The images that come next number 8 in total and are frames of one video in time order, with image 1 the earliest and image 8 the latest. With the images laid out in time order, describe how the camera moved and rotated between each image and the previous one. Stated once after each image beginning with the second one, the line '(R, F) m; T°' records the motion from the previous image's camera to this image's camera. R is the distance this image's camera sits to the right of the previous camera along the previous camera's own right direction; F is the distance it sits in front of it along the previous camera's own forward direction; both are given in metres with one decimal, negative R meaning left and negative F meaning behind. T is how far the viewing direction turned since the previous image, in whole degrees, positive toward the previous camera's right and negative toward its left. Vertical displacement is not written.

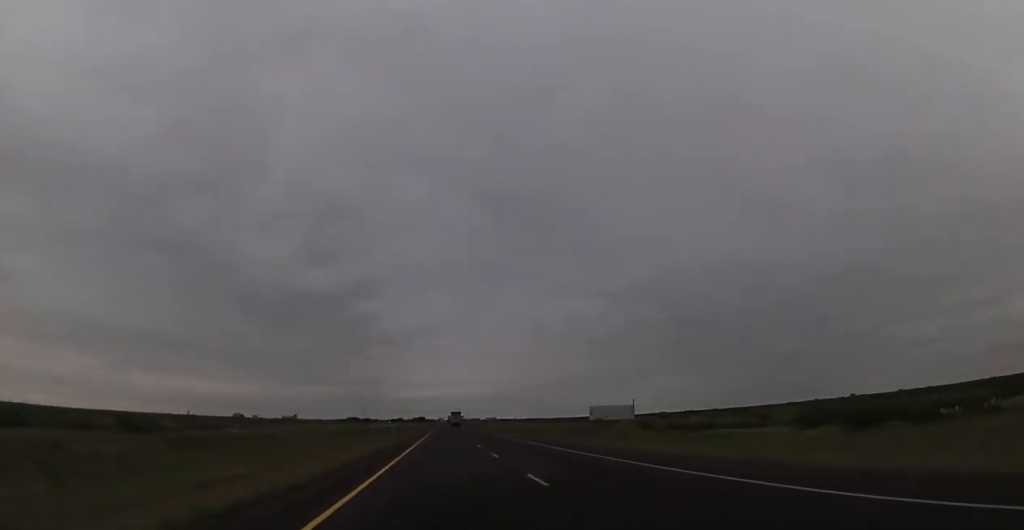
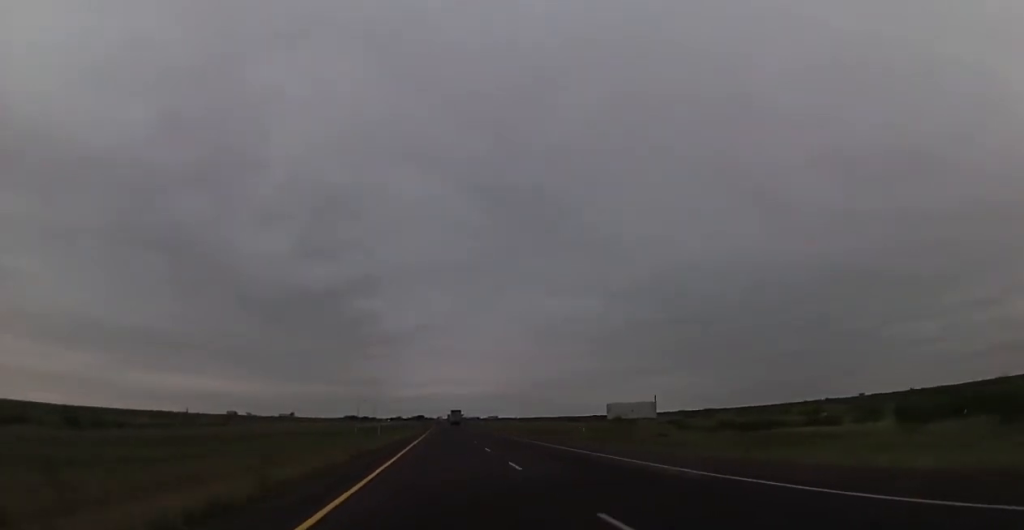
(+0.1, +20.0) m; 0°
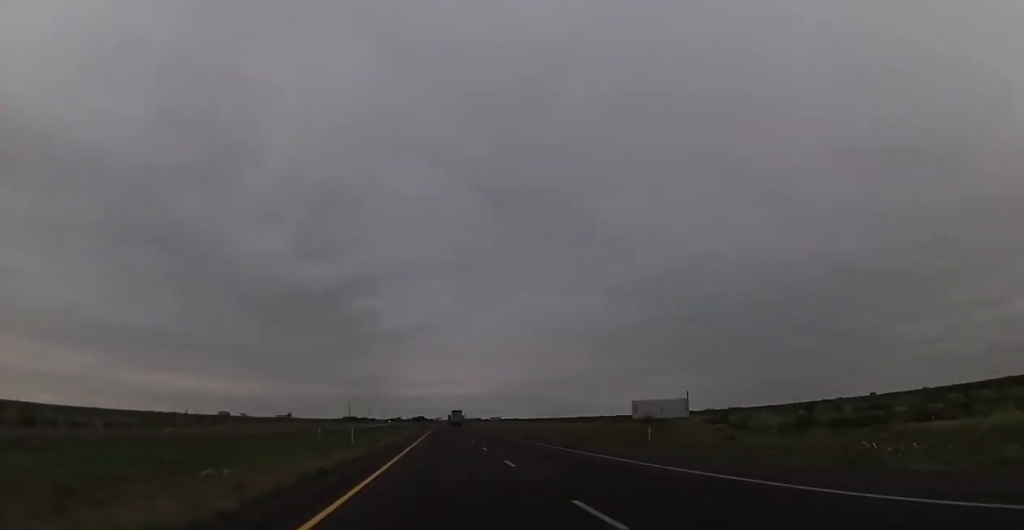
(-0.1, +22.5) m; 0°
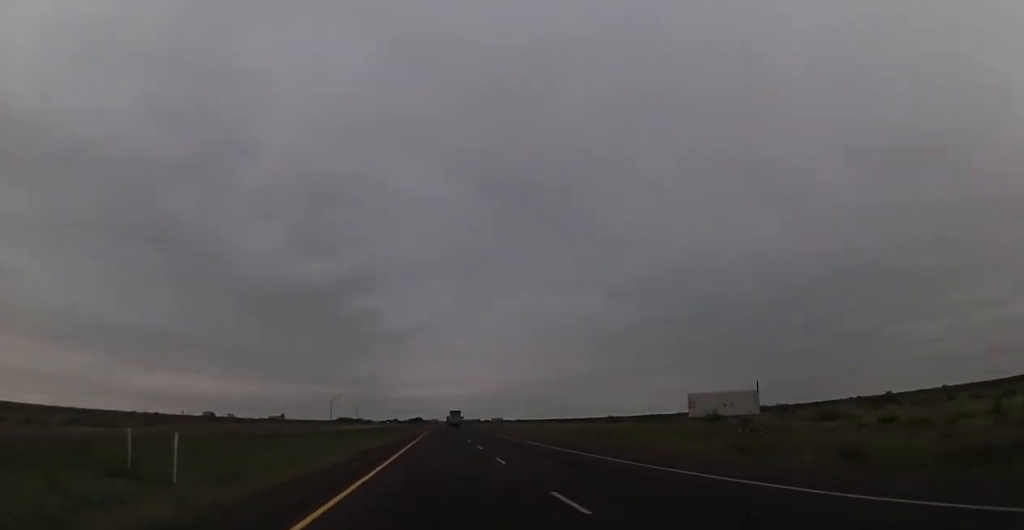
(0.0, +34.9) m; 0°
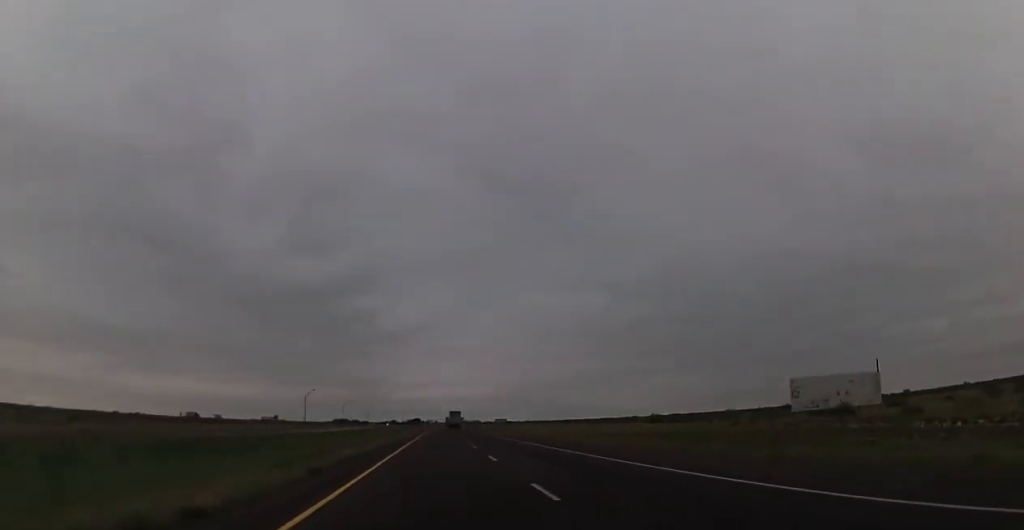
(0.0, +34.8) m; 0°
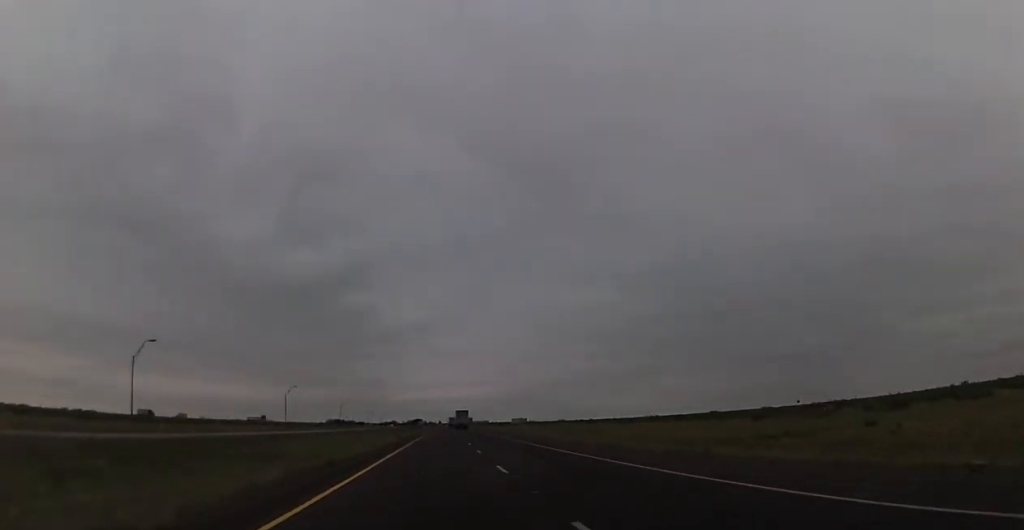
(-0.1, +90.2) m; 0°
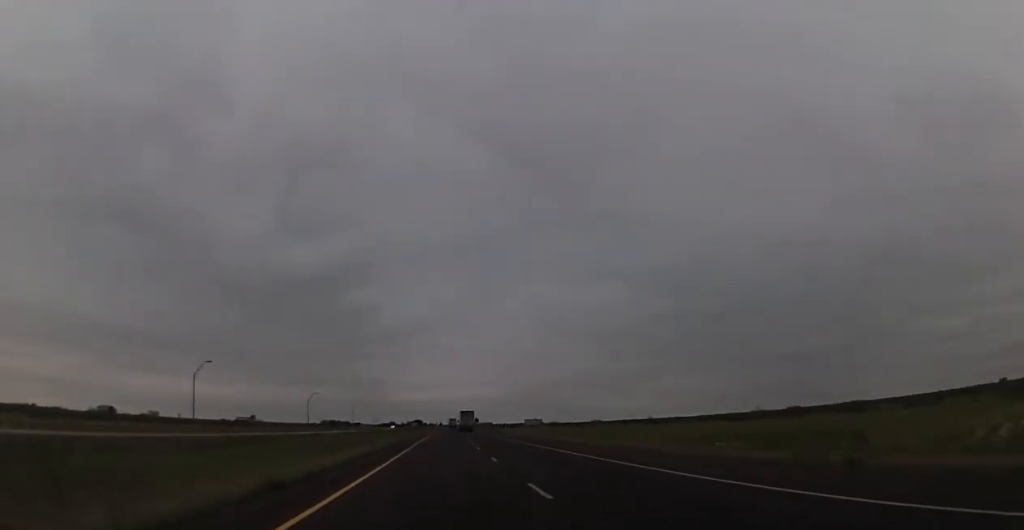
(-0.1, +54.2) m; 0°
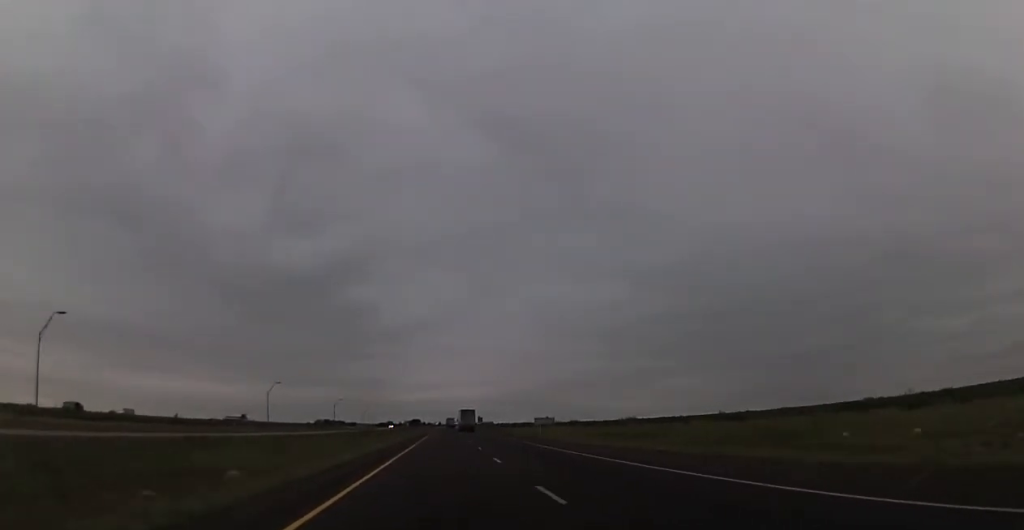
(0.0, +36.9) m; 0°
